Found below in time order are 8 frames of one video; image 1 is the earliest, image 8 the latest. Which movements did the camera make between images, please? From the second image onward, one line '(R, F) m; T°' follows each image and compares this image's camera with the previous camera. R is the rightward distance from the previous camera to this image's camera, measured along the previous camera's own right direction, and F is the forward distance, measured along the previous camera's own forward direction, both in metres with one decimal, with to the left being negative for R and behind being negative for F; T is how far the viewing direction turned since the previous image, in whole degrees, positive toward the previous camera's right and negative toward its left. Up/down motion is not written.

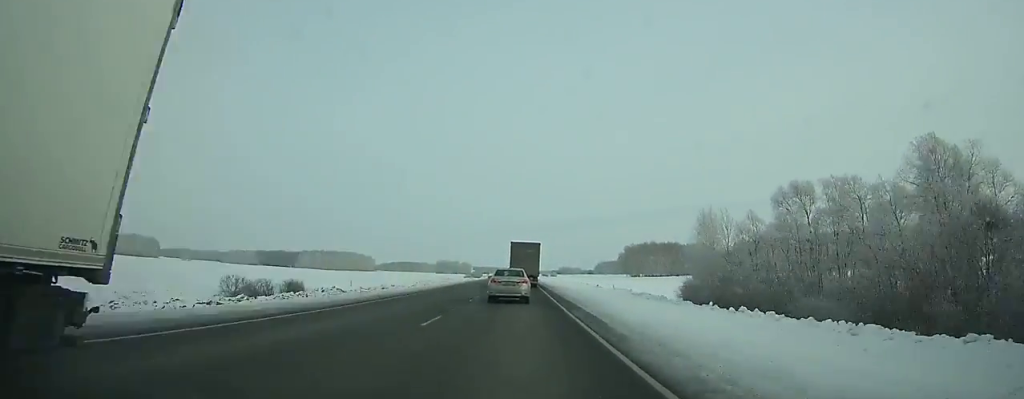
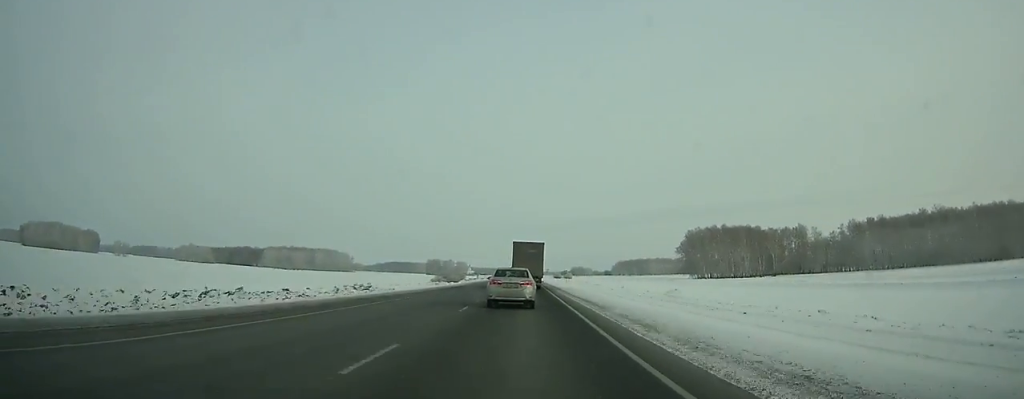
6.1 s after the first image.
(-0.6, +136.8) m; 0°
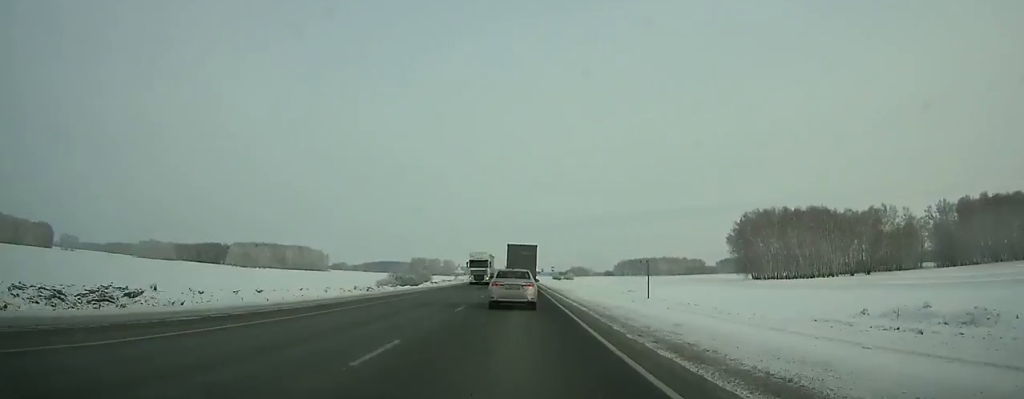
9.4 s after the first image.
(+0.2, +72.4) m; 0°
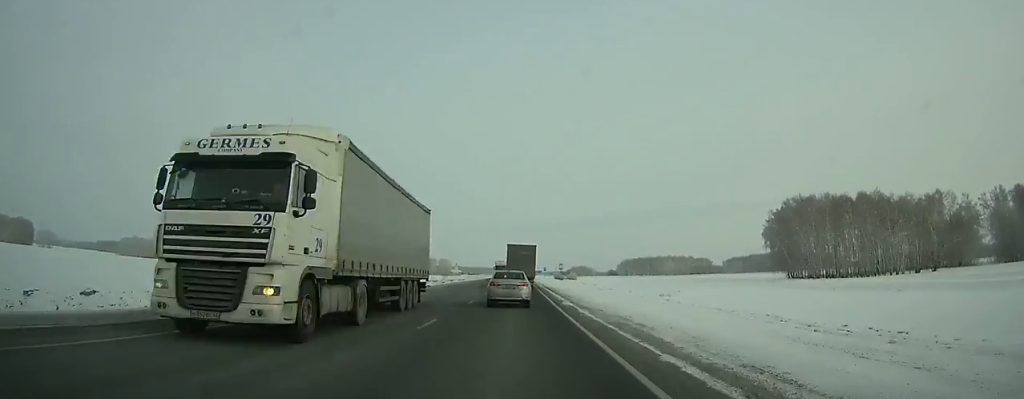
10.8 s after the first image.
(-0.1, +30.6) m; 0°
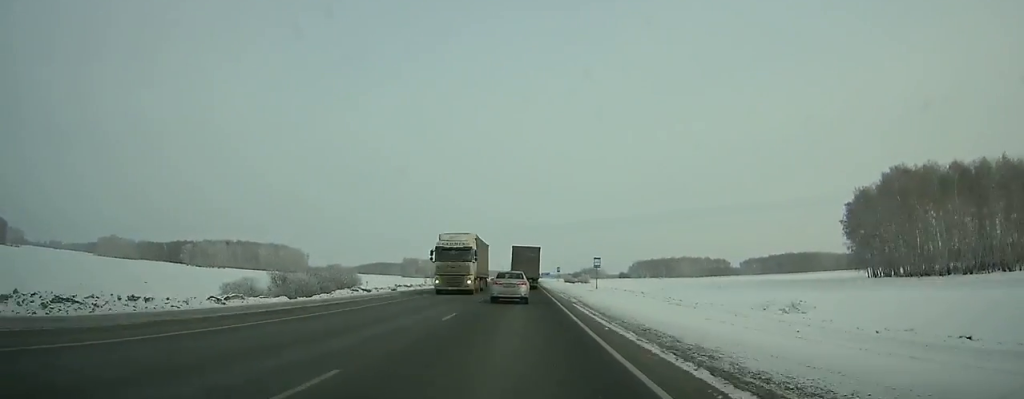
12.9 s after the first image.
(-0.1, +46.0) m; 0°
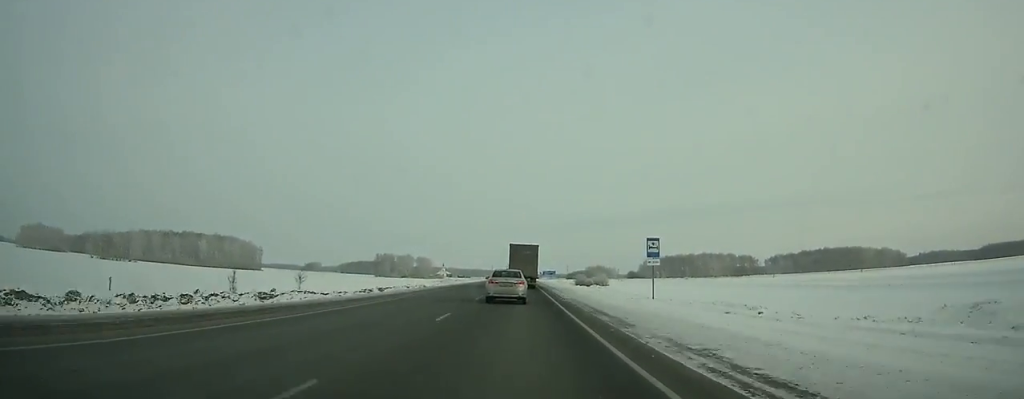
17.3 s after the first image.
(+0.3, +97.3) m; +1°
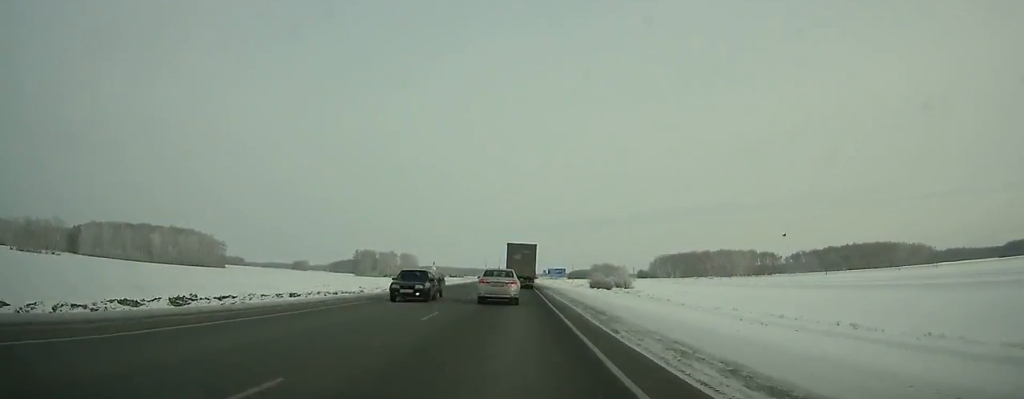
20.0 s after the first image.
(+0.2, +60.1) m; 0°
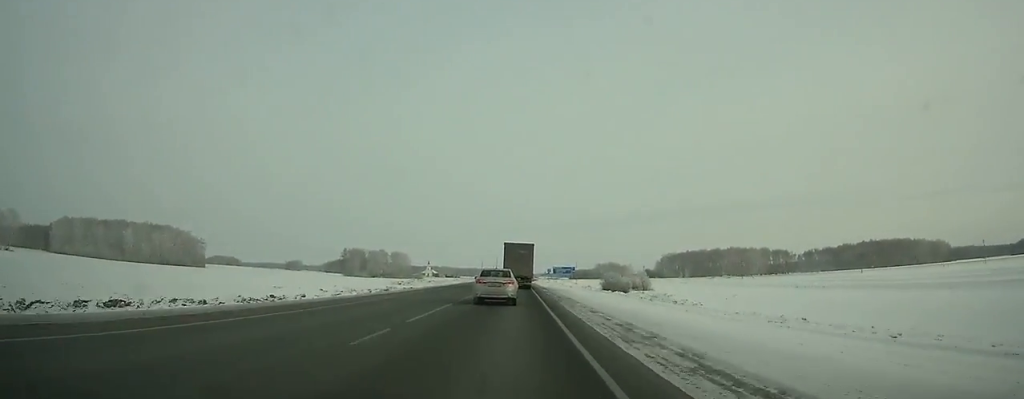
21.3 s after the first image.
(-0.1, +28.8) m; 0°
